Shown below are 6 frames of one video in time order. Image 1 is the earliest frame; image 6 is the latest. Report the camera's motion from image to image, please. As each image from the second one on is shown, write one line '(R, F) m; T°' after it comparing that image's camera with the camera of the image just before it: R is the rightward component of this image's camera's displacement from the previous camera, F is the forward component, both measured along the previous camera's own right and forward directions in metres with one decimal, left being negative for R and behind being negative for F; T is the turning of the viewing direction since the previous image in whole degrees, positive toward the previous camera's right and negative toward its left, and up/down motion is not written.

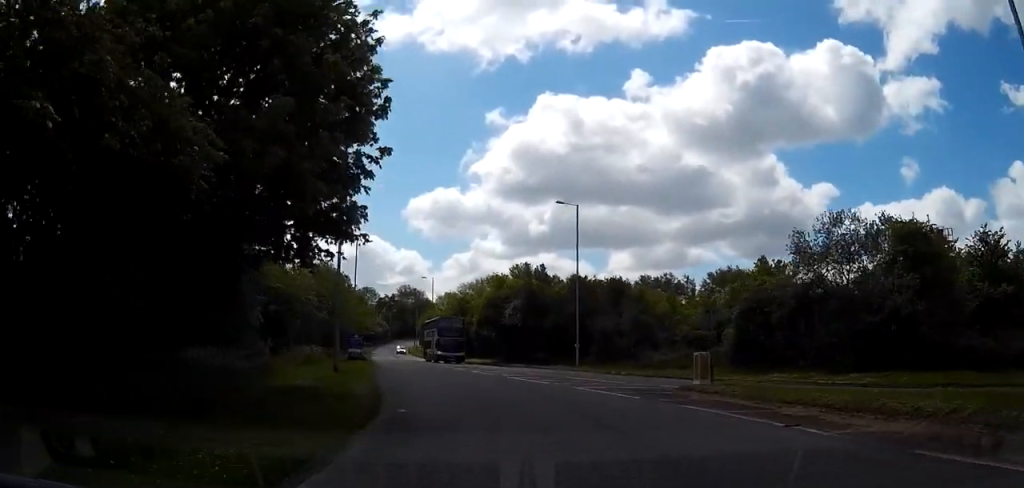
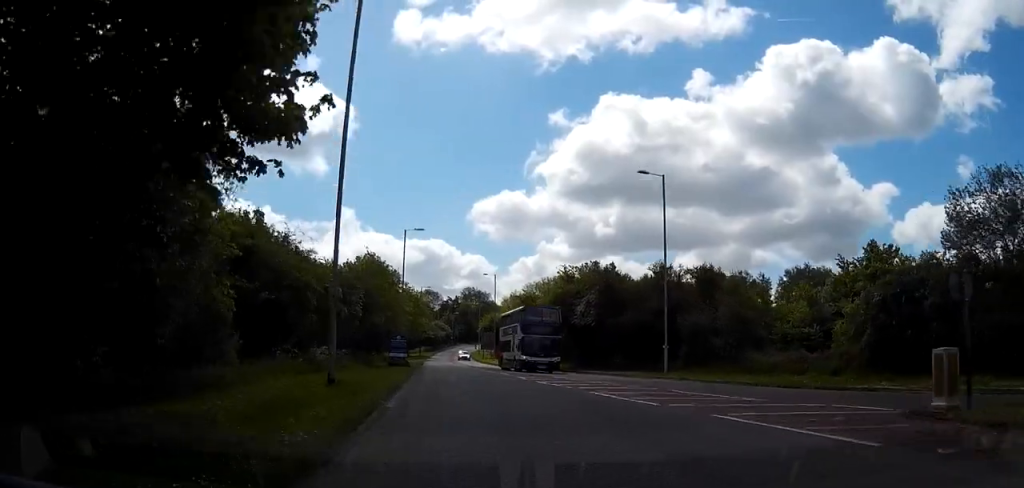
(-0.5, +9.6) m; -5°
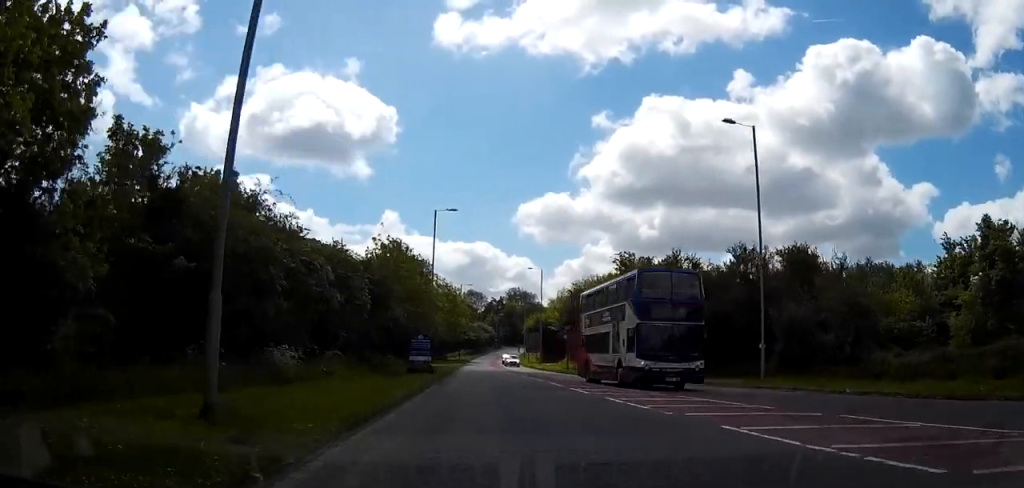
(-0.4, +10.3) m; -4°
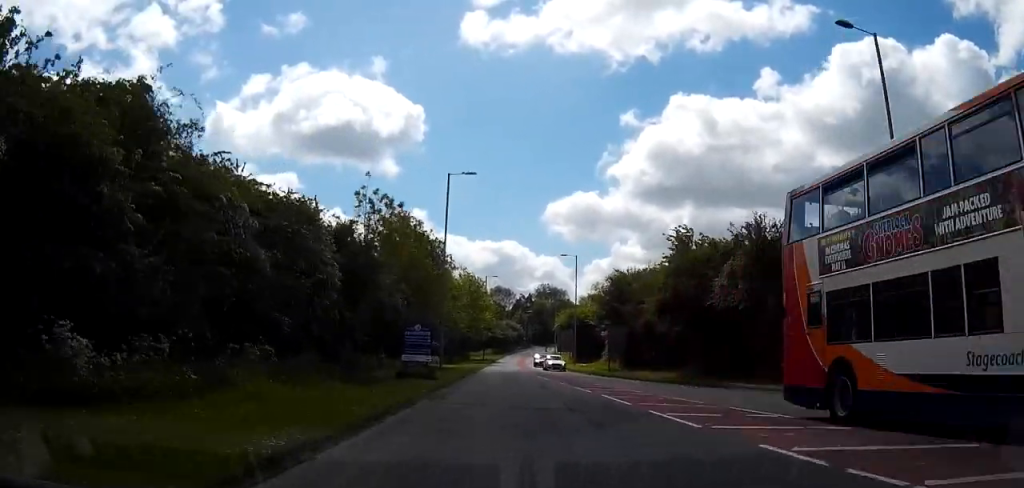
(-0.3, +11.4) m; -3°
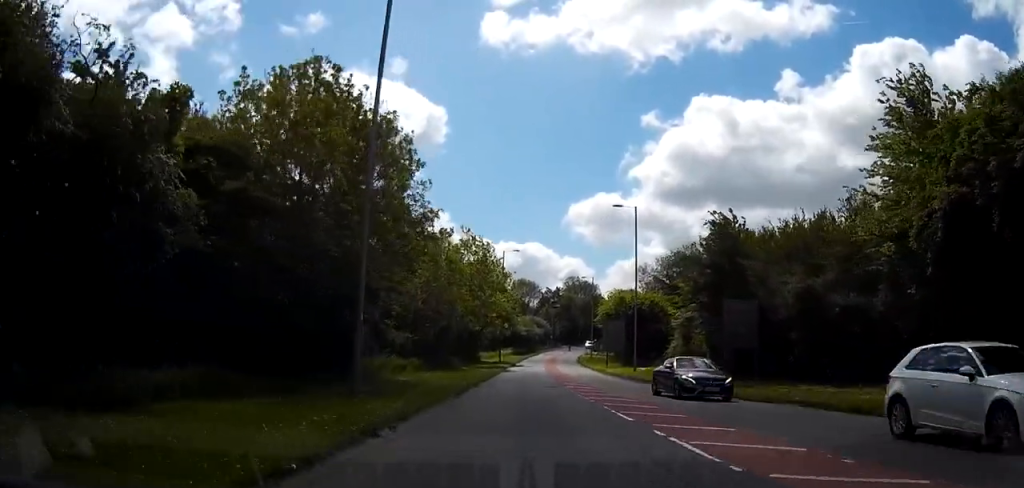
(-0.7, +27.9) m; -2°
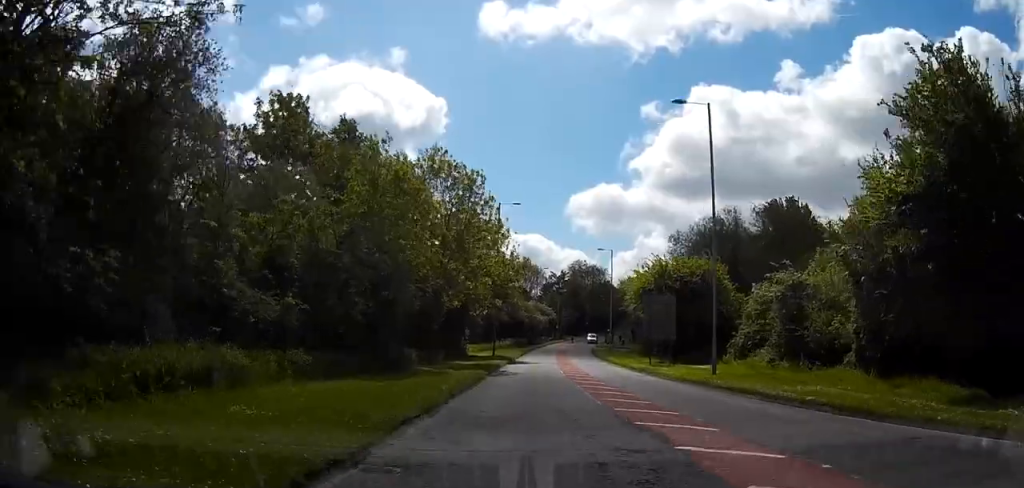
(0.0, +21.5) m; +1°
